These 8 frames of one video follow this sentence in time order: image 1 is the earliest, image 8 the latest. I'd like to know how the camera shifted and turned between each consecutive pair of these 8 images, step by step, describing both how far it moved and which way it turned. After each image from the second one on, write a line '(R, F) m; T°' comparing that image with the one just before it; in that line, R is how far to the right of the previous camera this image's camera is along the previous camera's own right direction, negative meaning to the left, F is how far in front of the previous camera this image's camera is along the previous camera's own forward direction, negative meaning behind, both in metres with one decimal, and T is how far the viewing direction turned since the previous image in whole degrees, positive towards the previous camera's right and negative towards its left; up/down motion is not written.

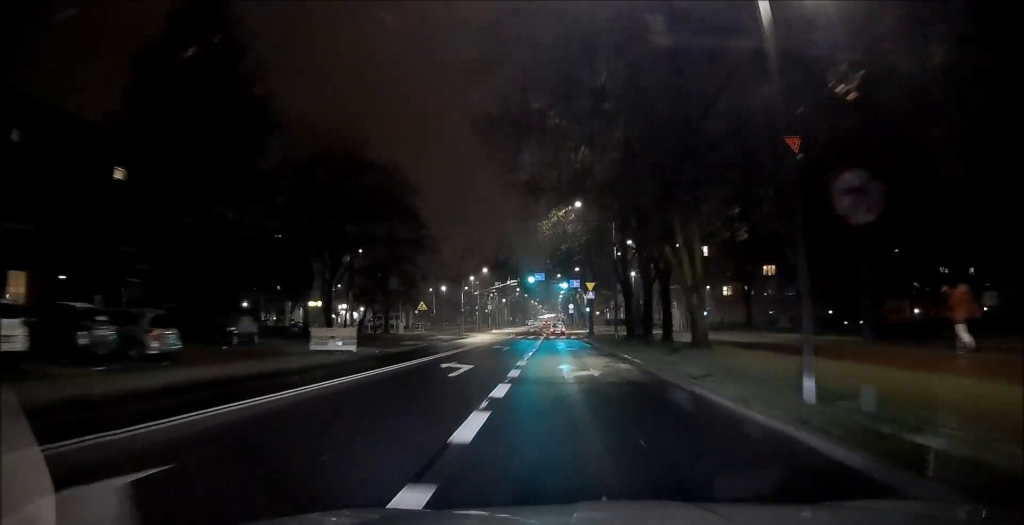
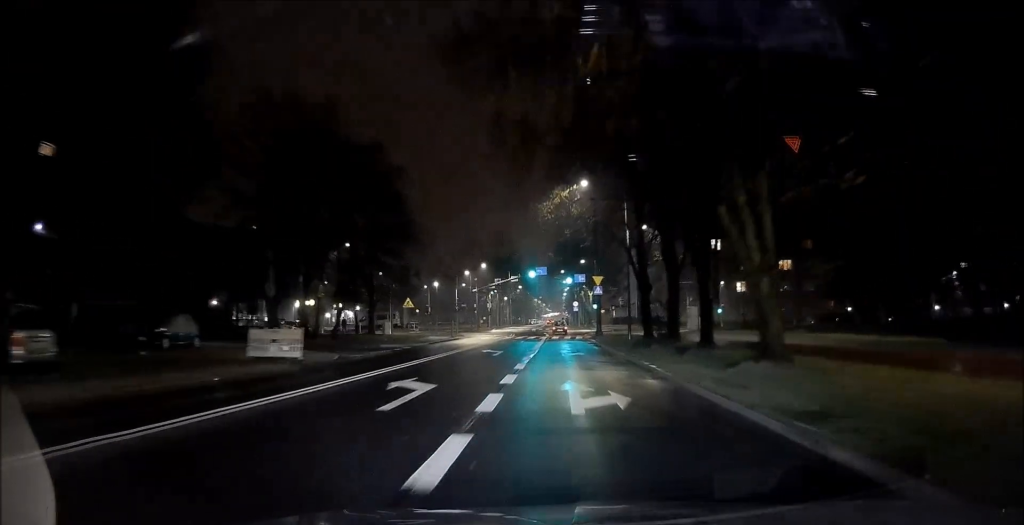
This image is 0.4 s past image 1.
(0.0, +5.8) m; 0°
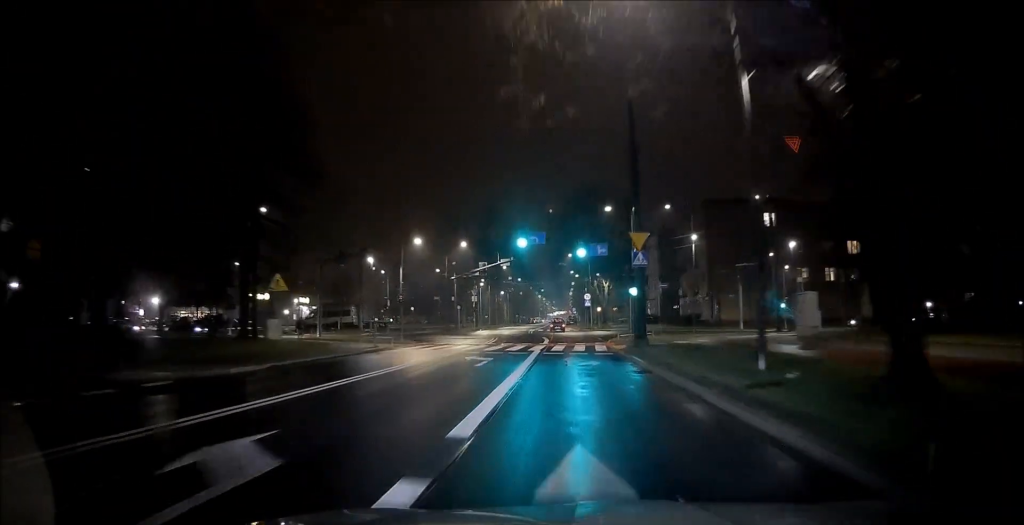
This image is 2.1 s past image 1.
(-0.2, +22.2) m; -1°
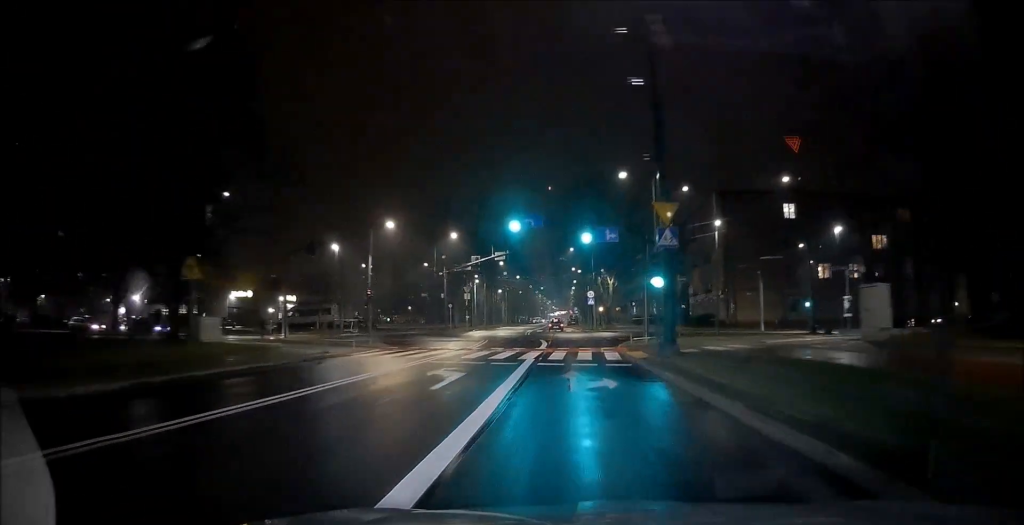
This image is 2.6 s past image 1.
(0.0, +6.2) m; 0°
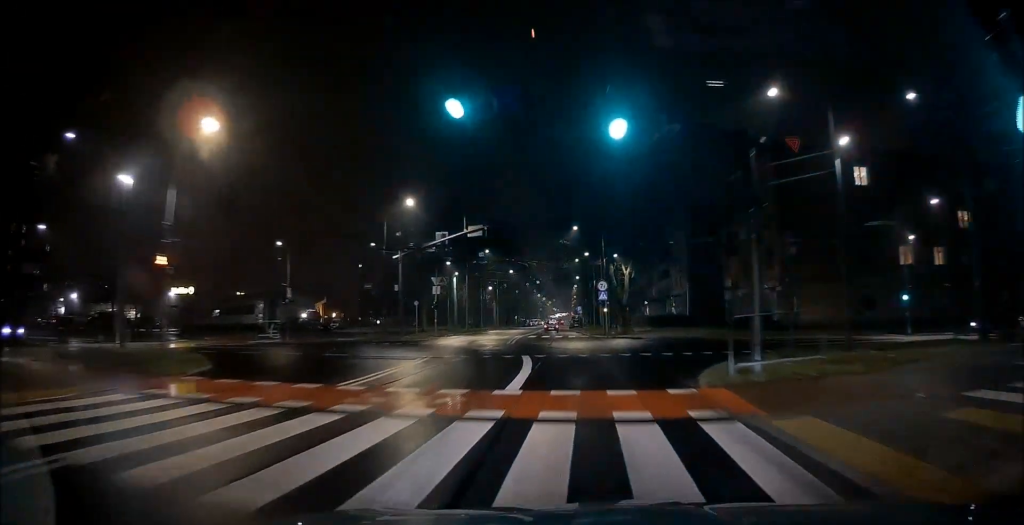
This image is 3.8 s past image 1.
(0.0, +16.8) m; 0°
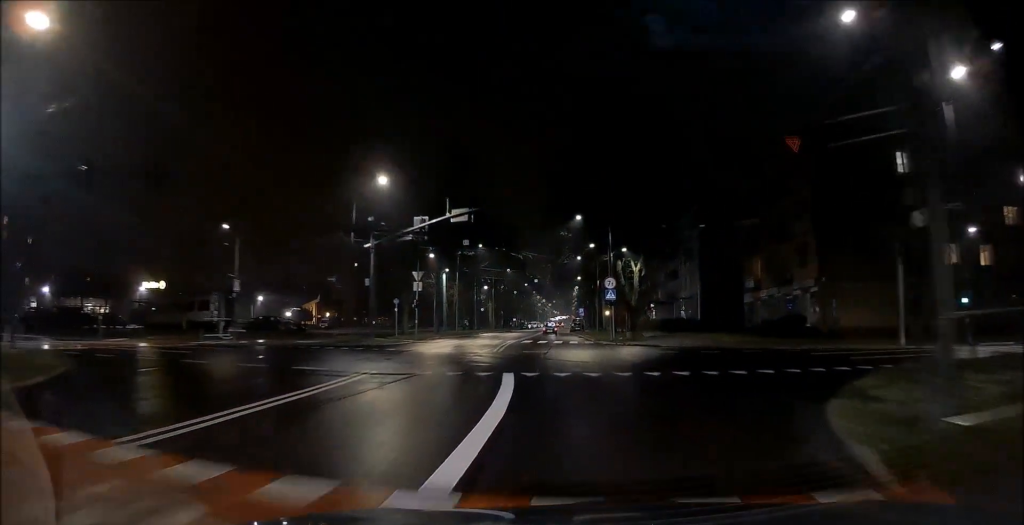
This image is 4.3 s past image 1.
(+0.1, +6.6) m; -1°
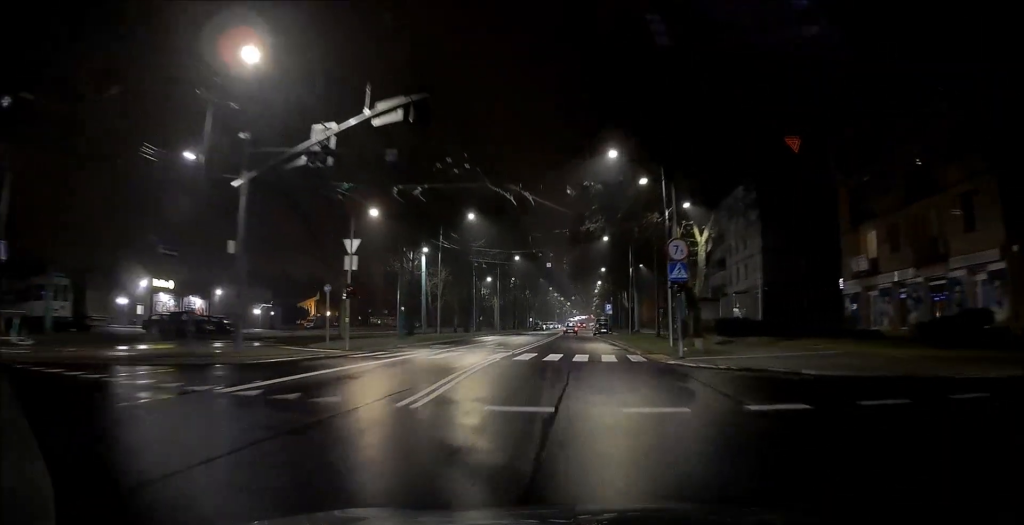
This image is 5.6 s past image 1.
(-0.6, +17.4) m; -2°
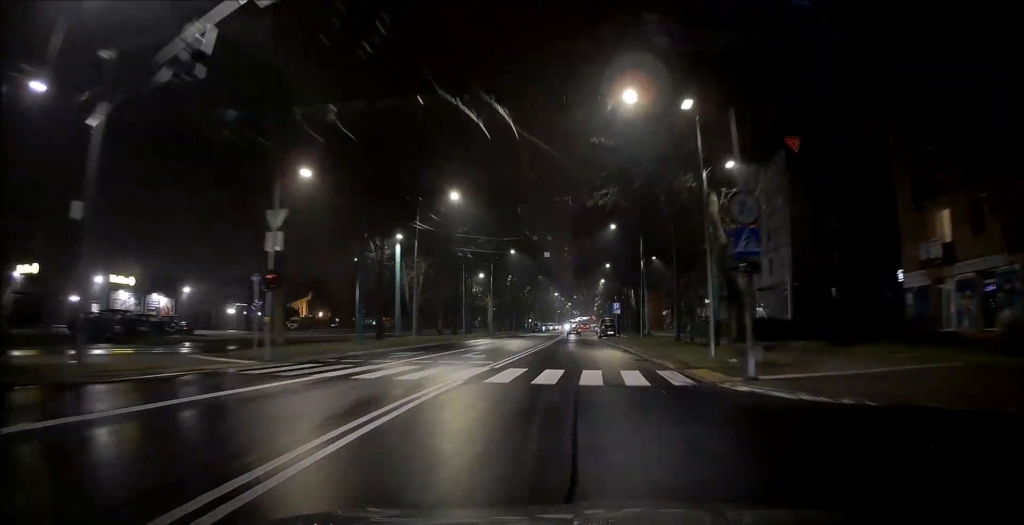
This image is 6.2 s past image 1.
(+0.1, +7.7) m; 0°
